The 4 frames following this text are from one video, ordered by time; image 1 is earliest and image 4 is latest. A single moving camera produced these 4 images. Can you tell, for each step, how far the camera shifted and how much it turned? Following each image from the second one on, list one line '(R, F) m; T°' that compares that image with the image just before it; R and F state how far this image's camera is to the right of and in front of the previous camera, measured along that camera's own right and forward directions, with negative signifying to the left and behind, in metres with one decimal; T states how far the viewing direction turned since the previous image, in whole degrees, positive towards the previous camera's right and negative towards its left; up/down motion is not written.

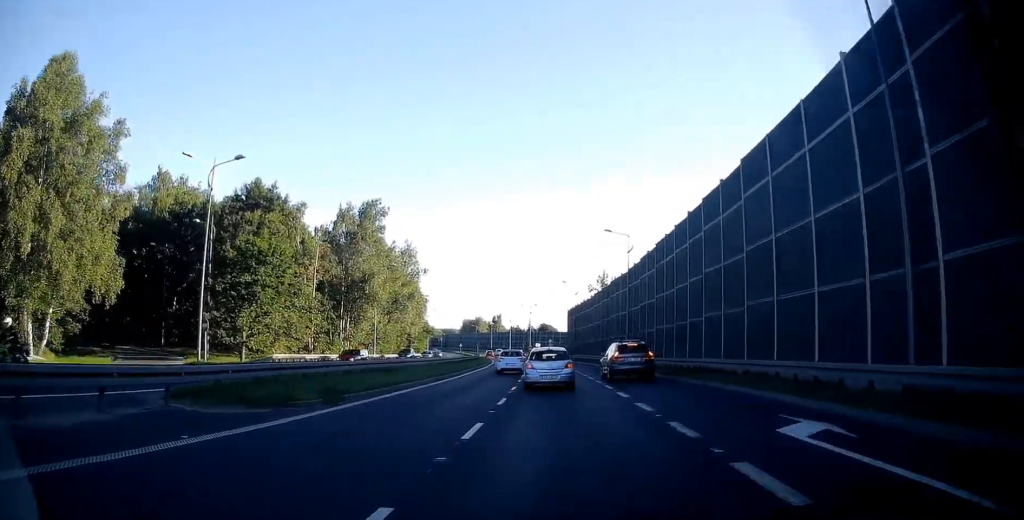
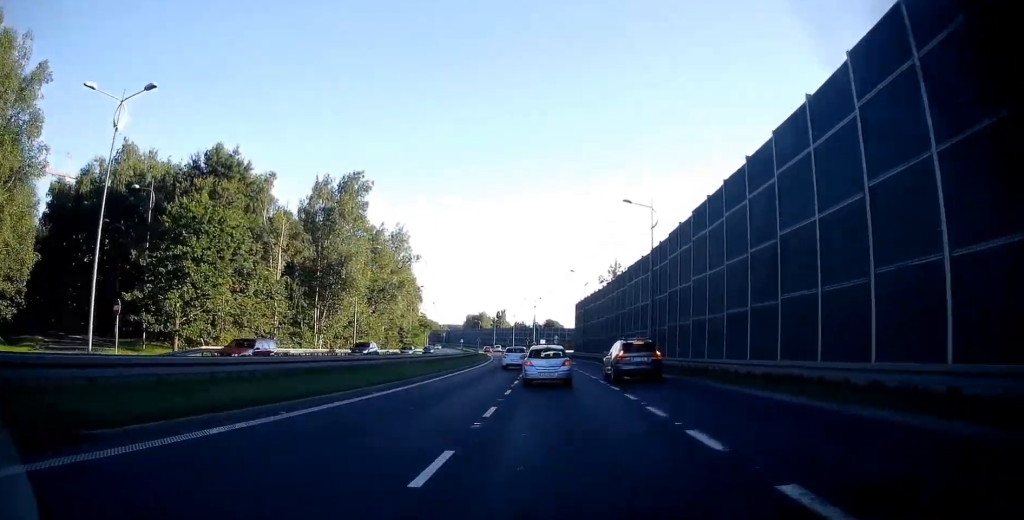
(0.0, +10.2) m; -1°
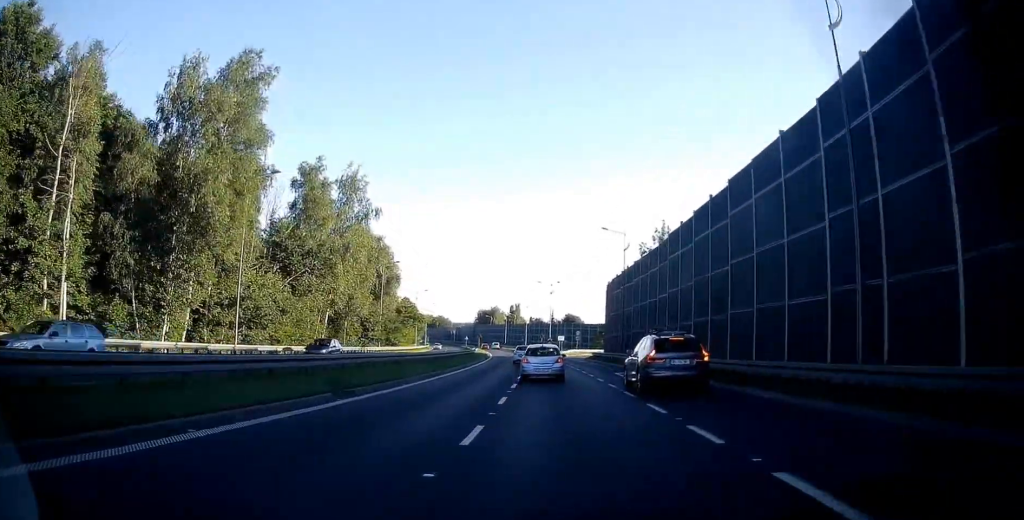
(-0.5, +31.9) m; -2°
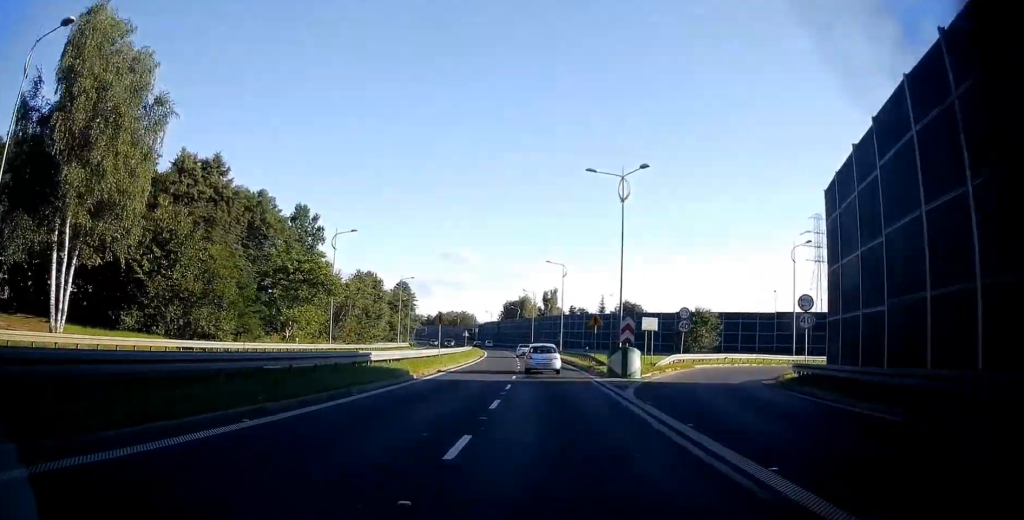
(-2.8, +71.1) m; -5°
